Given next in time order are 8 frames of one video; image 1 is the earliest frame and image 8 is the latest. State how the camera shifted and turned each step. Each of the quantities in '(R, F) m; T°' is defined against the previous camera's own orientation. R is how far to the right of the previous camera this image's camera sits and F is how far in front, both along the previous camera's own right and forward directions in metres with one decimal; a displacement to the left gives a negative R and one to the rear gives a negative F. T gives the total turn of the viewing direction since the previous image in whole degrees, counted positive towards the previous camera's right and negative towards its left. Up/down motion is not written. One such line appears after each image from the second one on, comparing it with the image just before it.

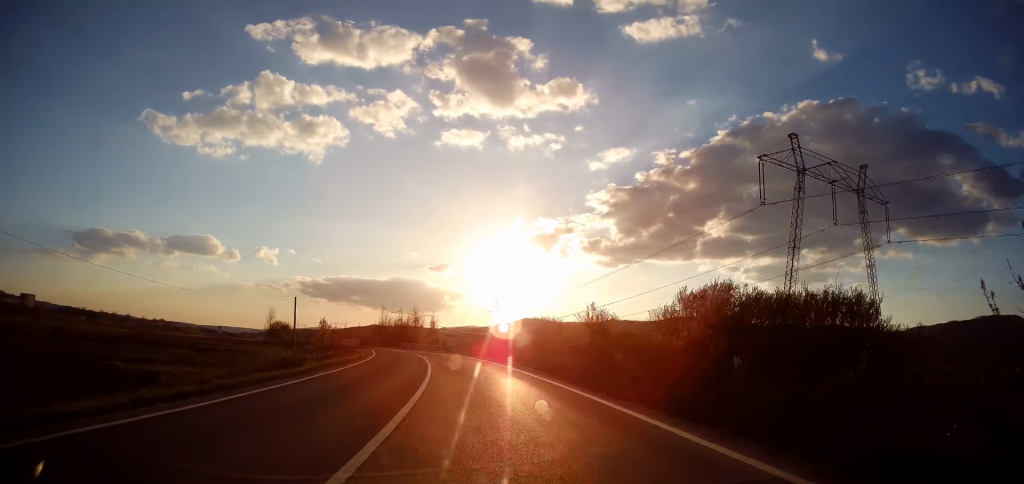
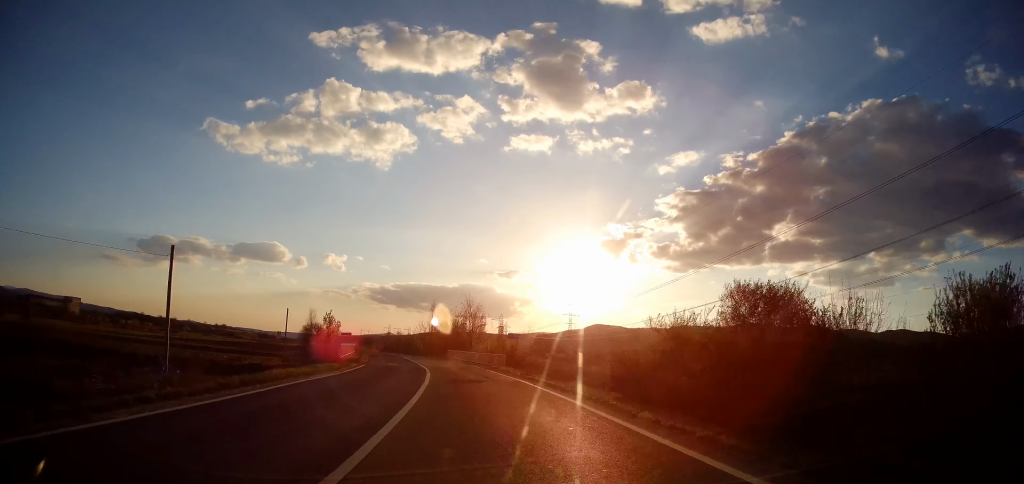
(-2.1, +32.1) m; -7°
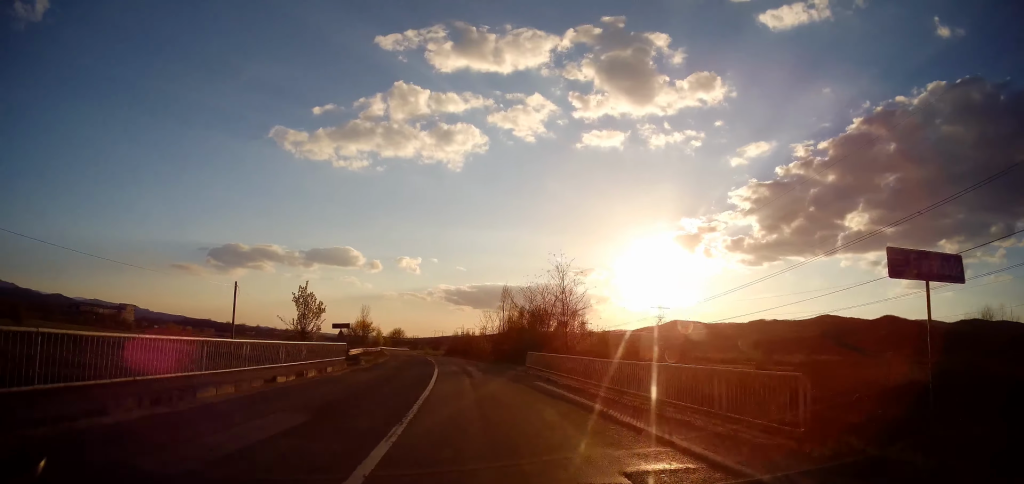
(-1.4, +29.7) m; -6°
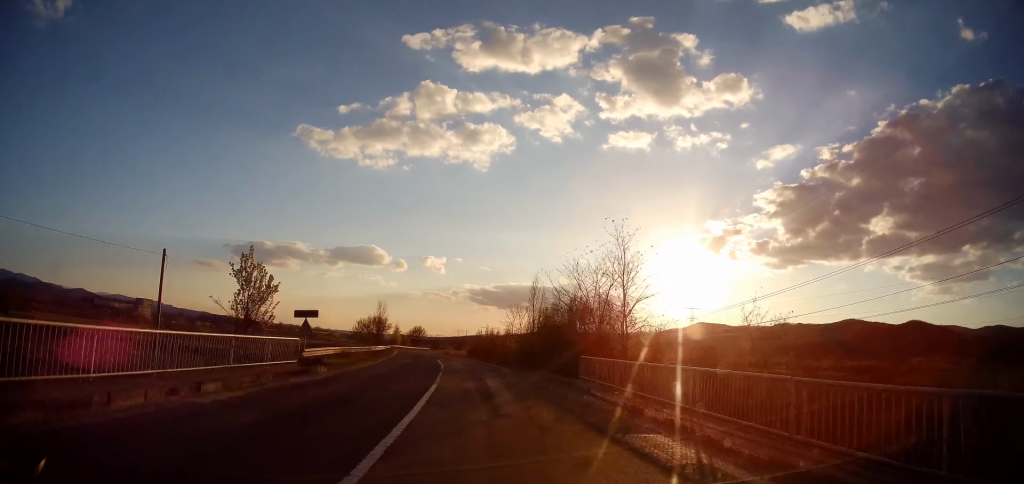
(-0.1, +11.3) m; -3°
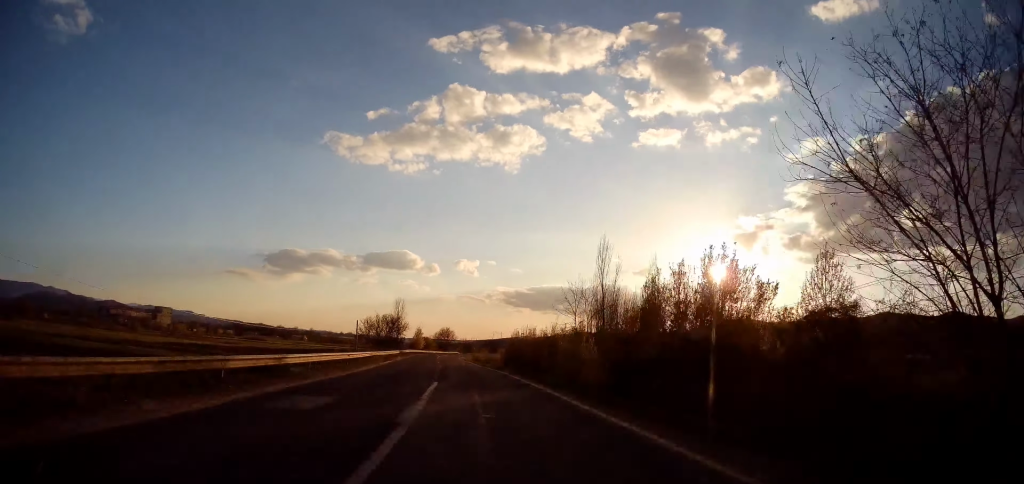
(-1.1, +23.4) m; -6°
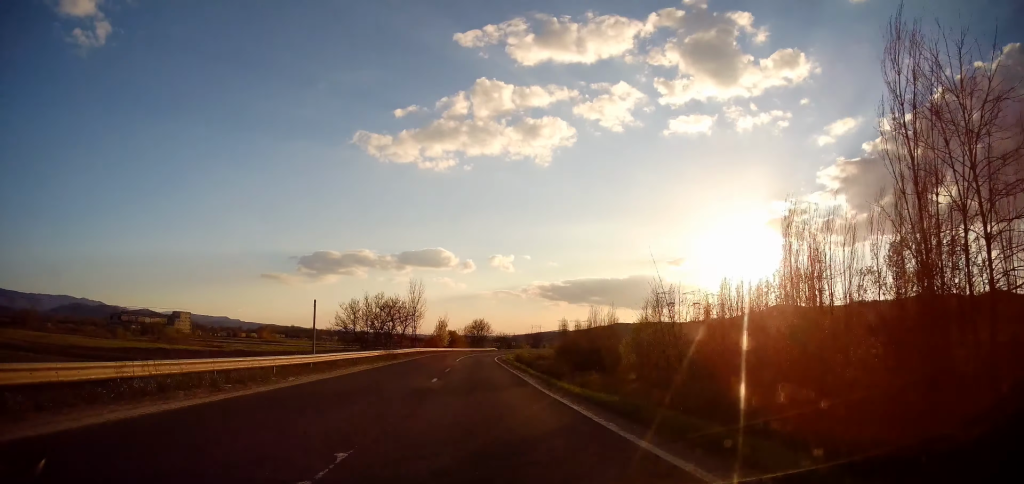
(-1.6, +30.5) m; -4°
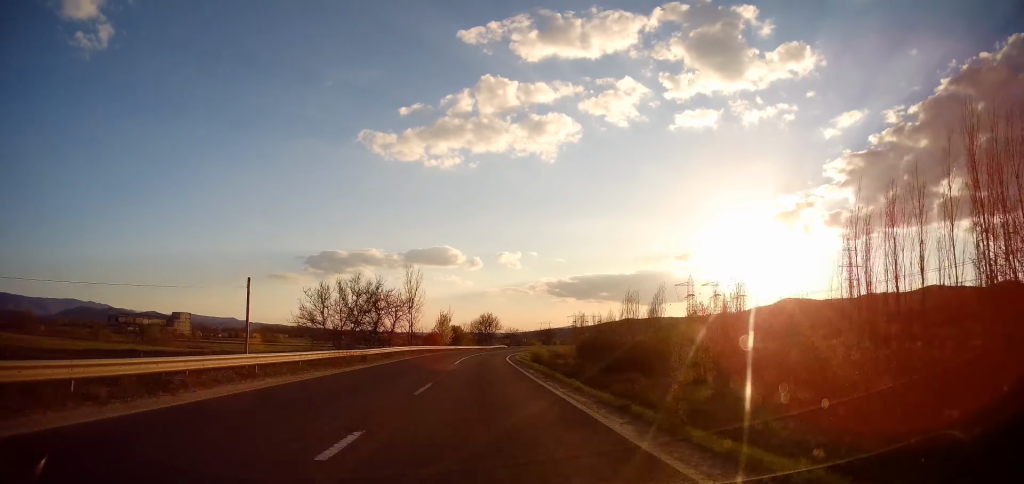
(0.0, +13.1) m; -2°
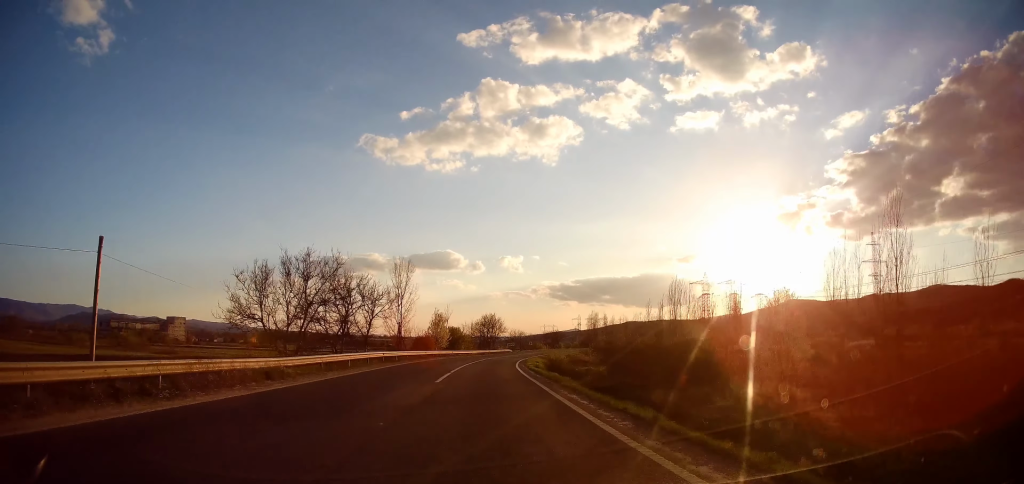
(-0.3, +12.6) m; -1°
